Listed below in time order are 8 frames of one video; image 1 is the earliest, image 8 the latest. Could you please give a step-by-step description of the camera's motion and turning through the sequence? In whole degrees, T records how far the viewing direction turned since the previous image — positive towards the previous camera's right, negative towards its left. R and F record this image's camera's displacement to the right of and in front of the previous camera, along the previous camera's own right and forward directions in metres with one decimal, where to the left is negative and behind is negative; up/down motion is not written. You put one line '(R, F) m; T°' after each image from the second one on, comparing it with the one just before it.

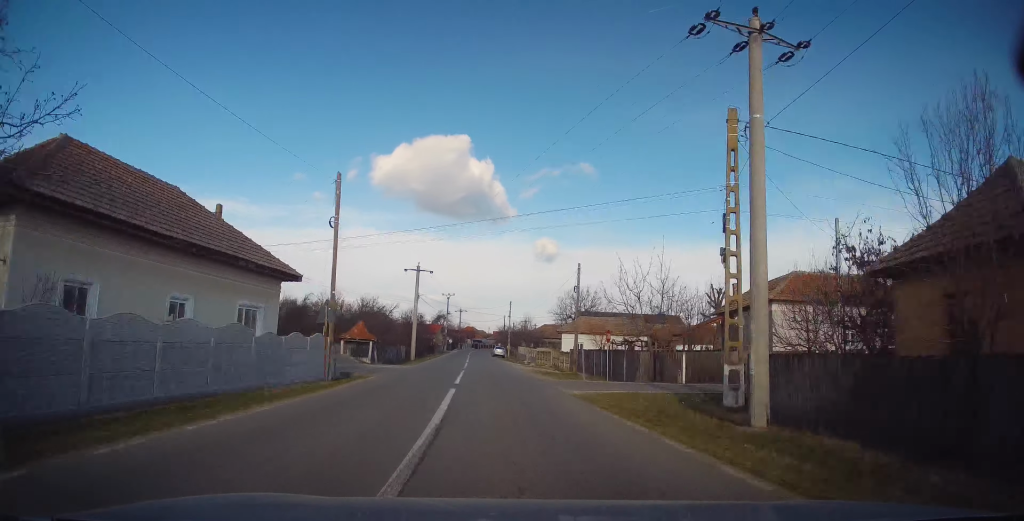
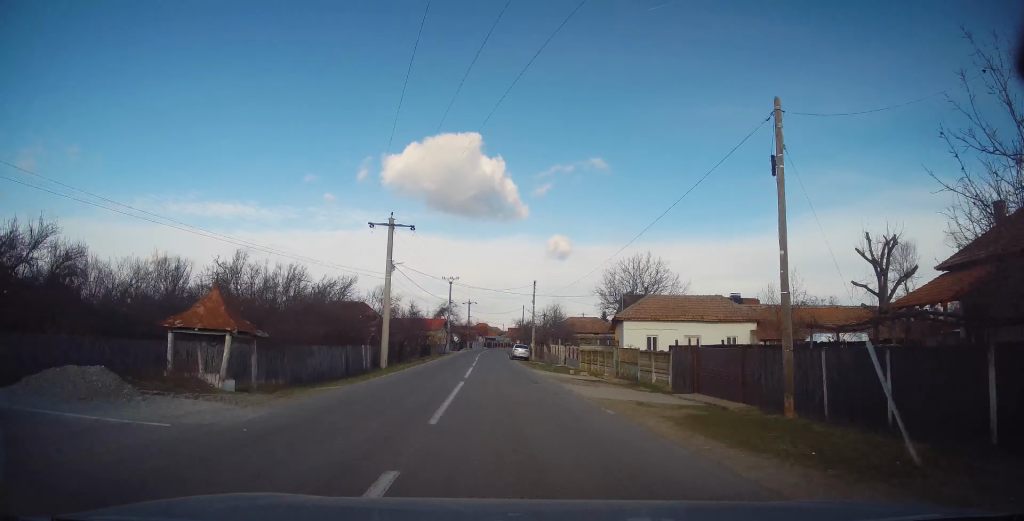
(-0.5, +21.9) m; -1°
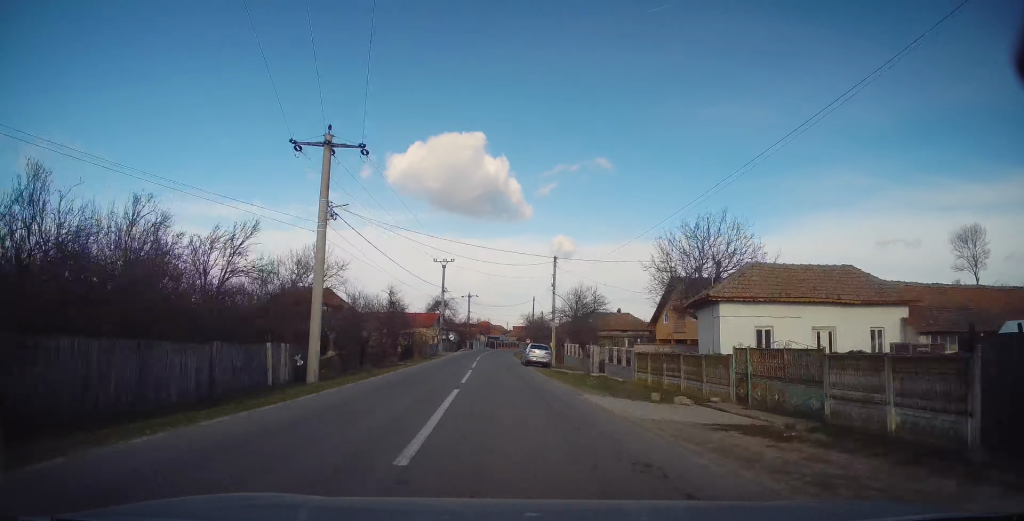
(-0.1, +14.9) m; -1°
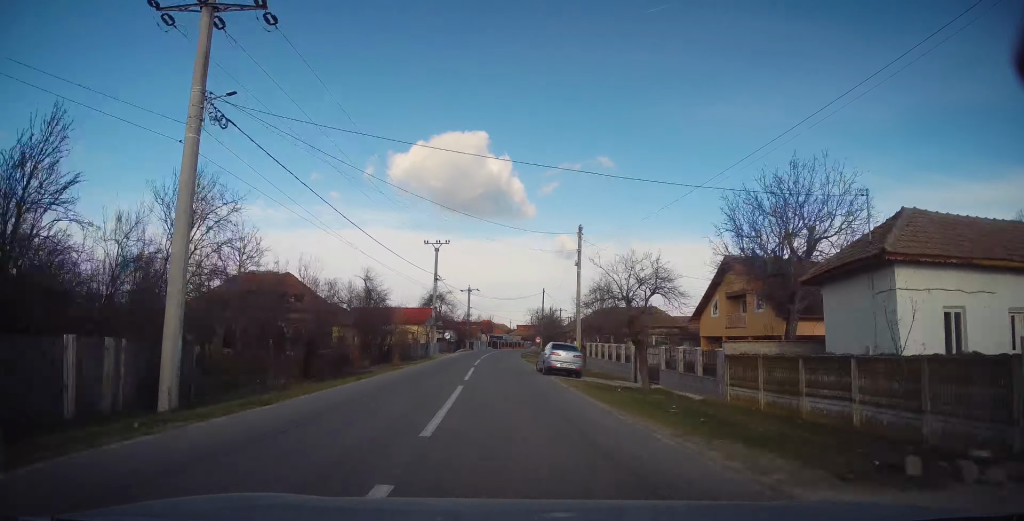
(+0.1, +10.7) m; 0°
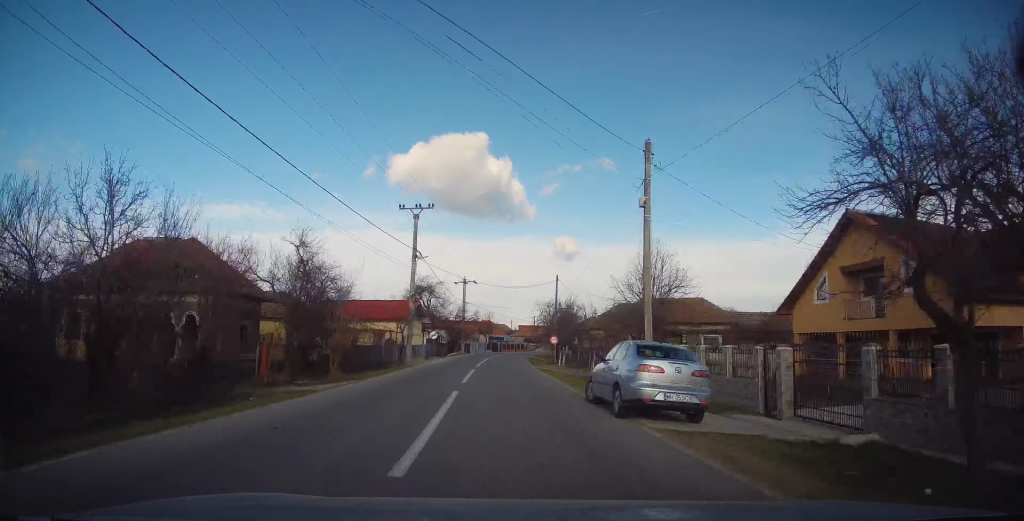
(-0.1, +13.0) m; 0°
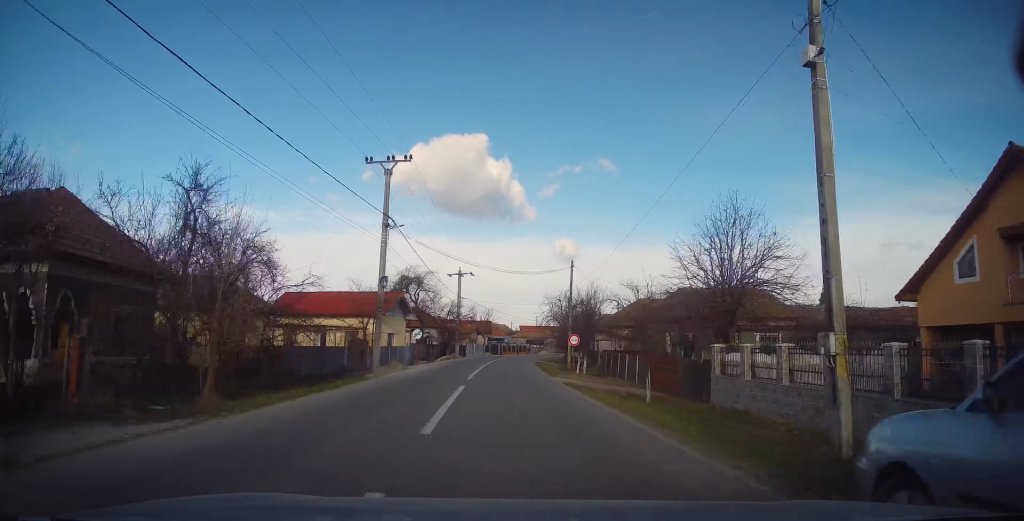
(0.0, +9.4) m; 0°
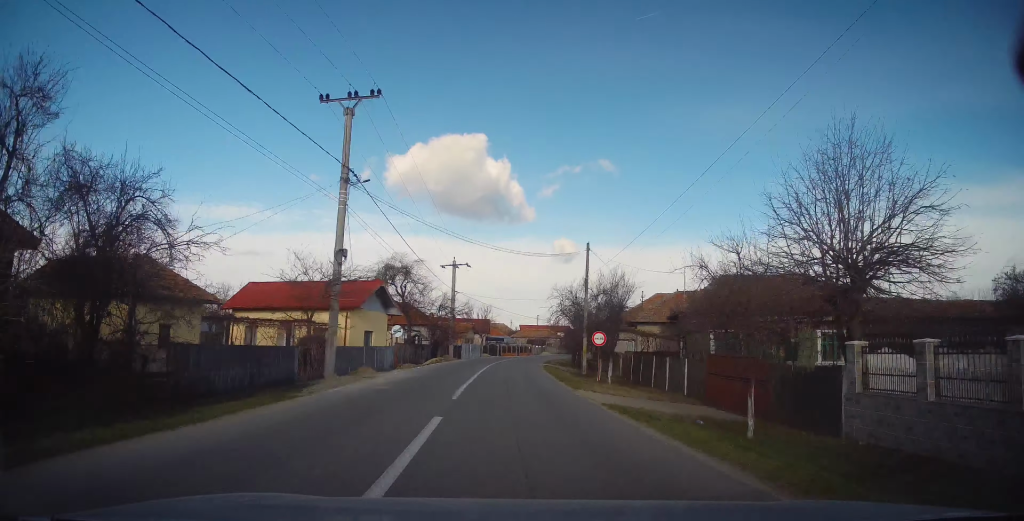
(+0.1, +7.5) m; +1°
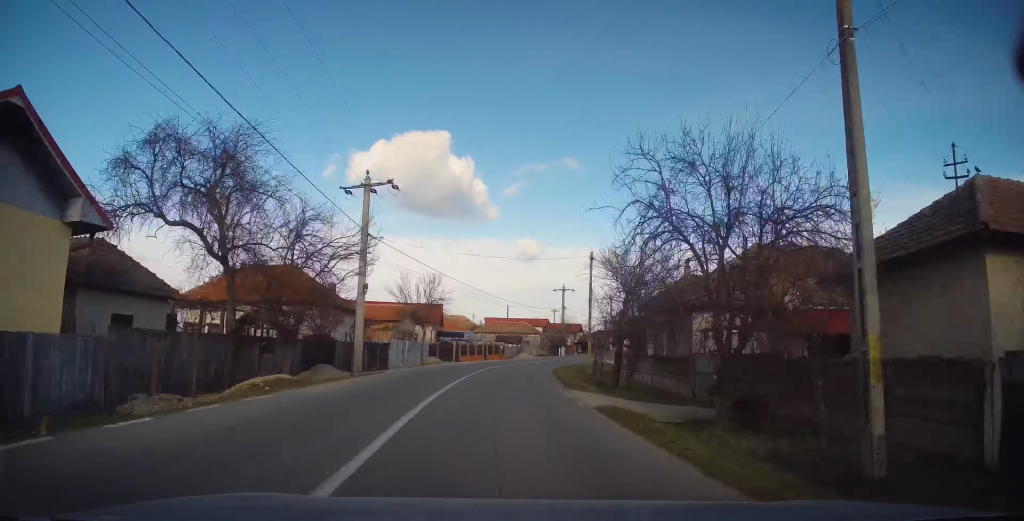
(+0.5, +27.1) m; +3°
